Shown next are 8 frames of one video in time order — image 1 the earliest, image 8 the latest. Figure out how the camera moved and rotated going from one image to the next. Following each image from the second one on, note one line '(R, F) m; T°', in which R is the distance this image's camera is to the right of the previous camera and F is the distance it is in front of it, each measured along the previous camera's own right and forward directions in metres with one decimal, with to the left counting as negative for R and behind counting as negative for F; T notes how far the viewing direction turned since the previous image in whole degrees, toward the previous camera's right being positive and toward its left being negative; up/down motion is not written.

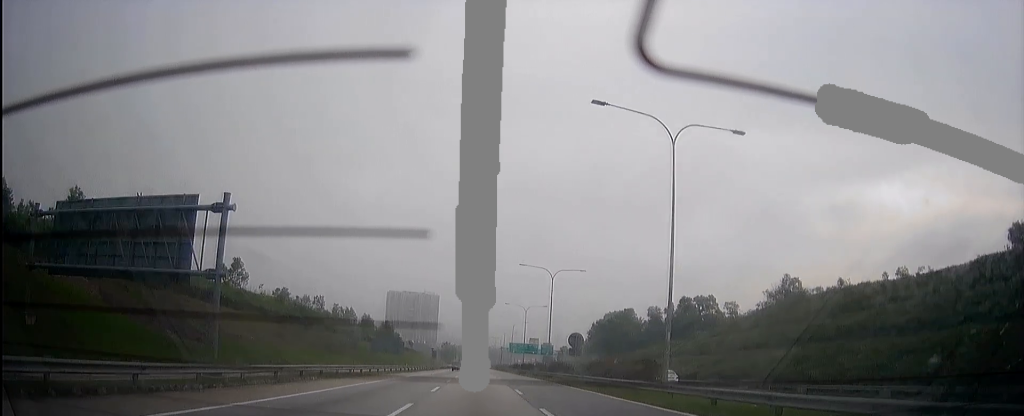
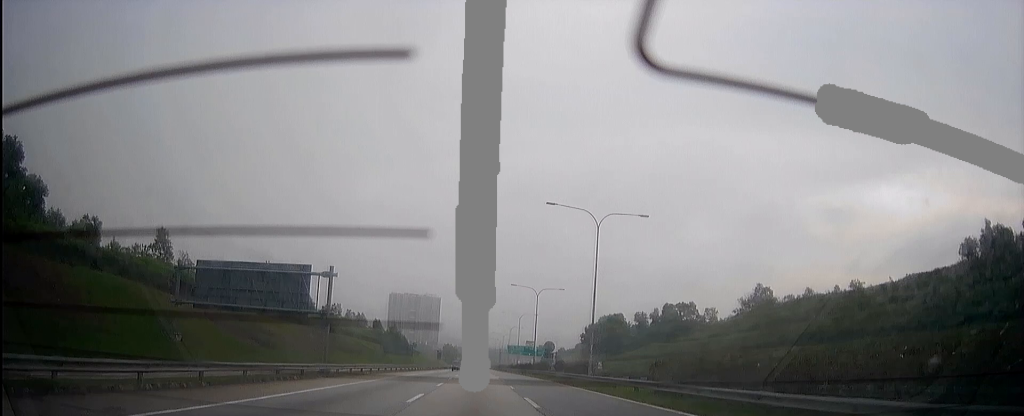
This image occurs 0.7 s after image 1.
(+0.1, +16.4) m; 0°
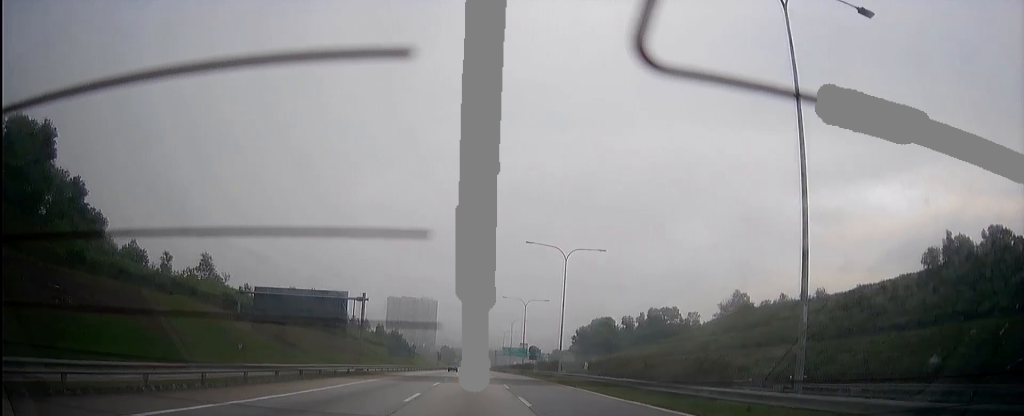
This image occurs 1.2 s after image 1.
(-0.1, +13.6) m; 0°
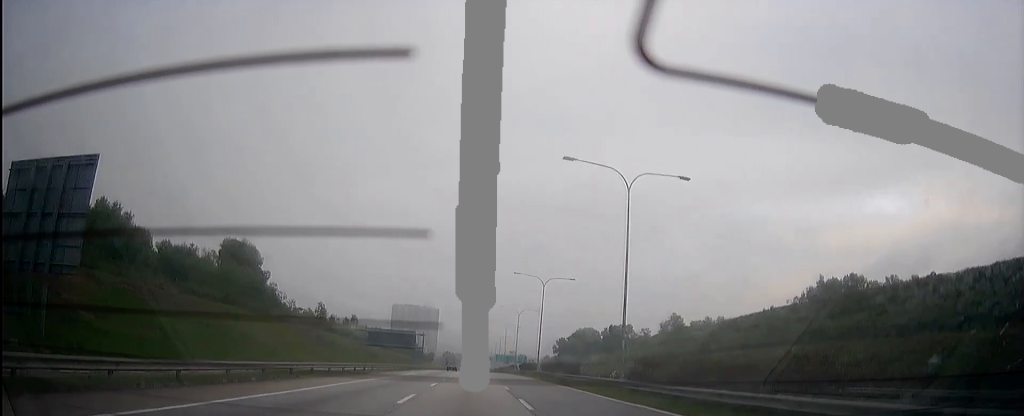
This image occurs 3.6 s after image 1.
(-0.2, +58.7) m; 0°
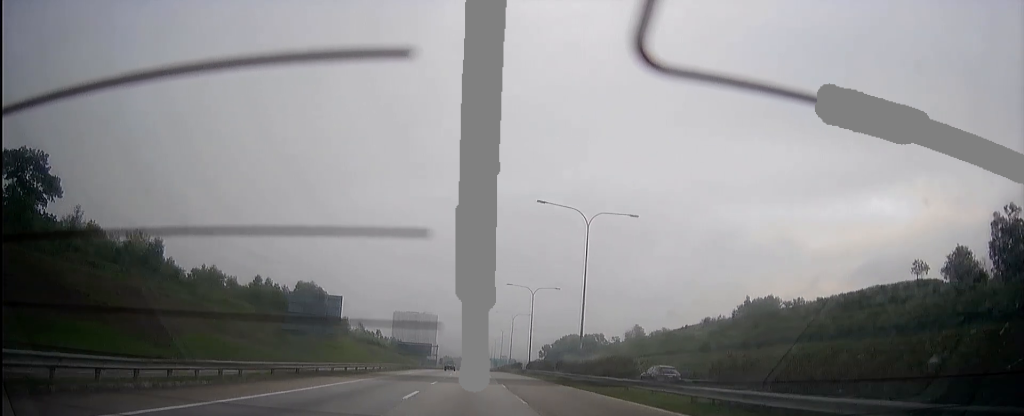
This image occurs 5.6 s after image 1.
(-0.1, +49.0) m; 0°
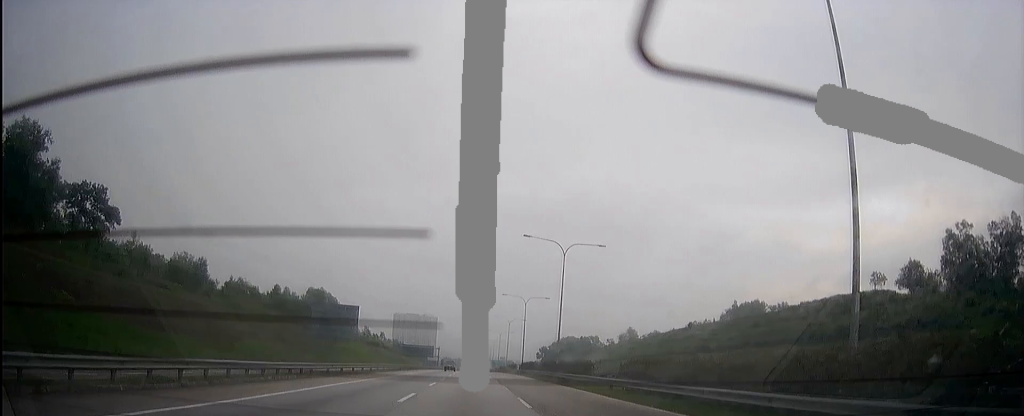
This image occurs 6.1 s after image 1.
(0.0, +10.8) m; 0°
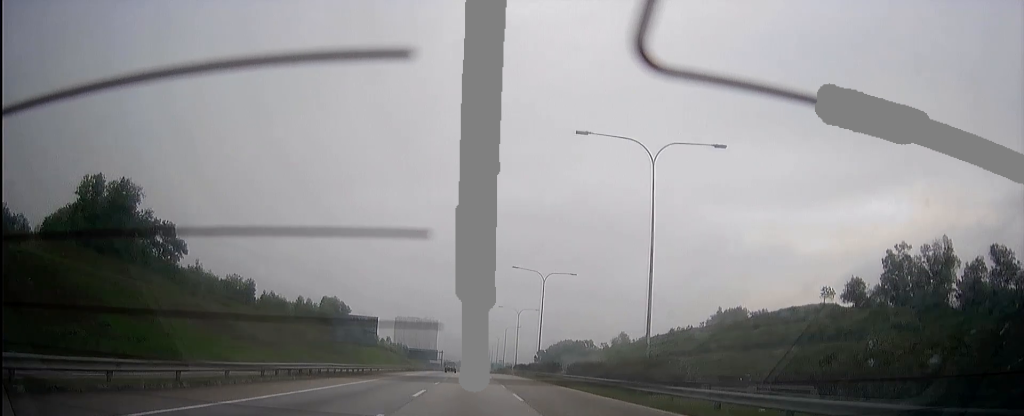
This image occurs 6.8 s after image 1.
(0.0, +16.7) m; 0°
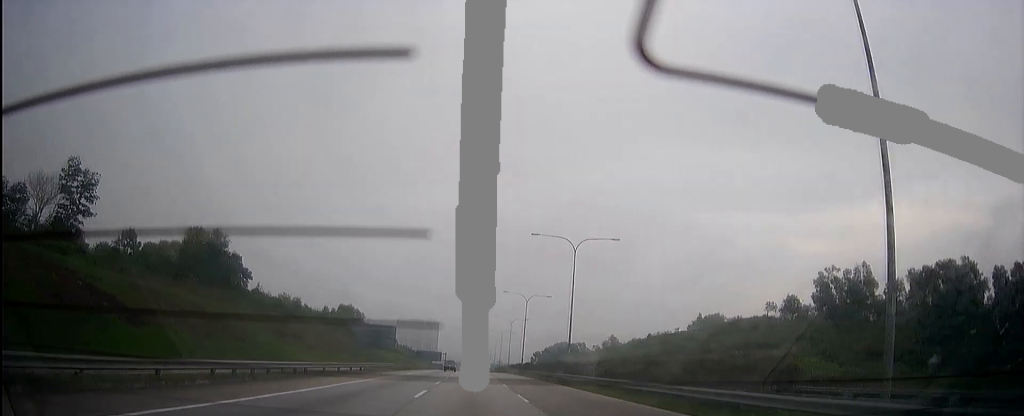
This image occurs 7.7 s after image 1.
(0.0, +22.7) m; 0°
